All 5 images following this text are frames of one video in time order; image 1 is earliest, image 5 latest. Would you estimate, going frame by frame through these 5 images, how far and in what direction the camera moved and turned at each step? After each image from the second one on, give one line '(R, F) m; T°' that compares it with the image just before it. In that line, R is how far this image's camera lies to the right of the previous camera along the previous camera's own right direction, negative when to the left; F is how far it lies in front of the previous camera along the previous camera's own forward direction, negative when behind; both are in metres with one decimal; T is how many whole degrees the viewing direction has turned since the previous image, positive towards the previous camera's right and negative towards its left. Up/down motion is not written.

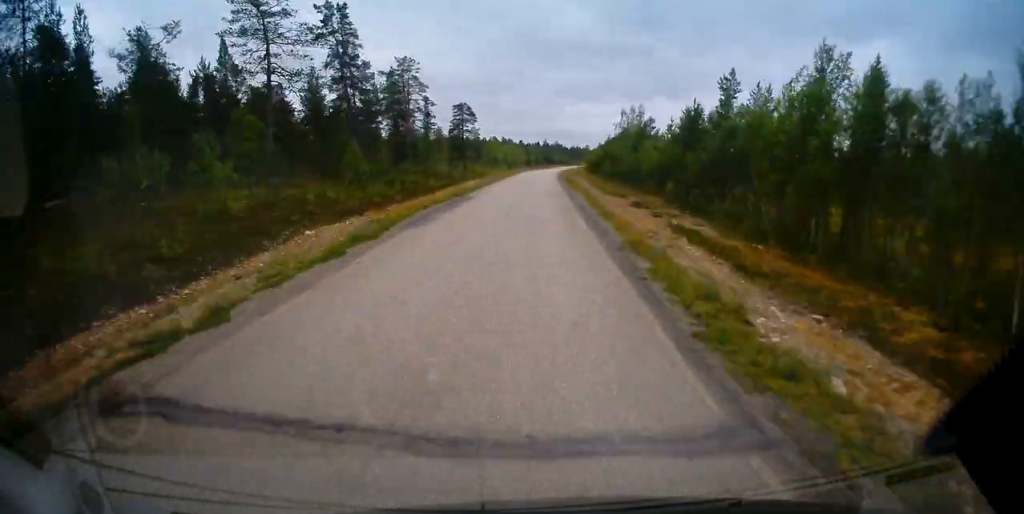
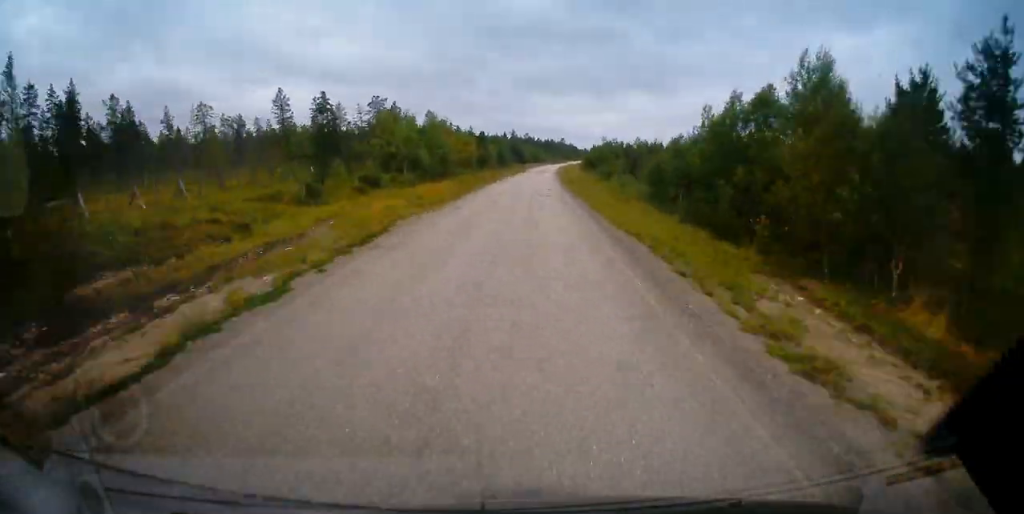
(+2.0, +92.5) m; +3°
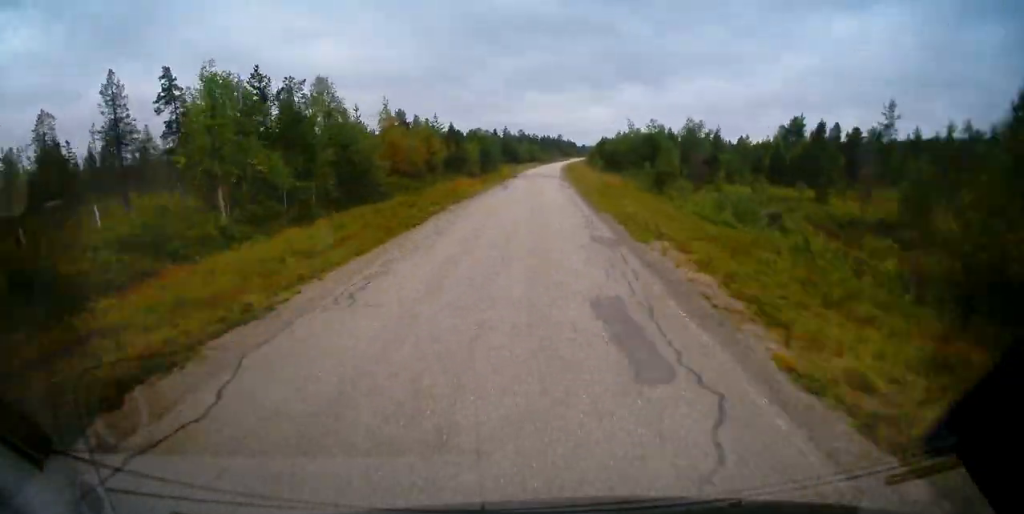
(+0.2, +35.0) m; +1°
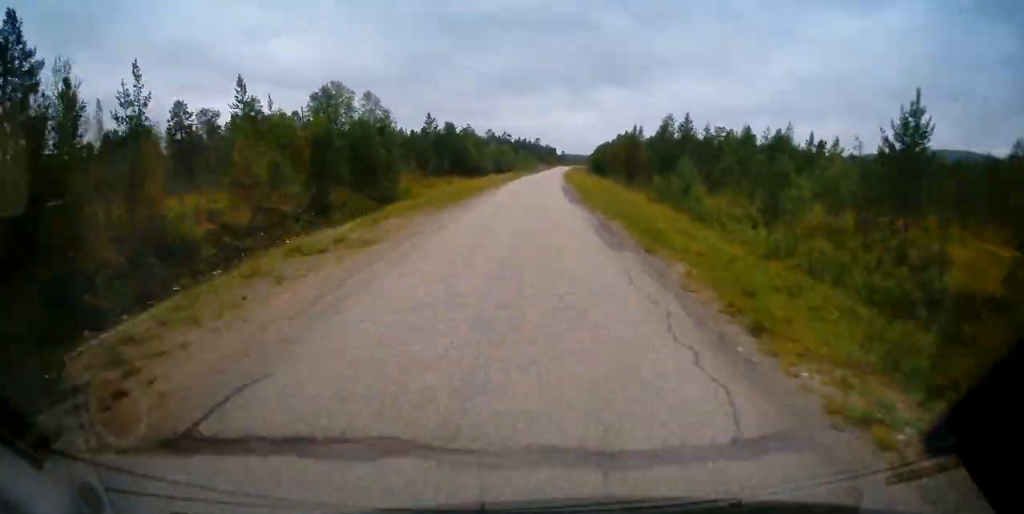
(+1.2, +73.4) m; +2°
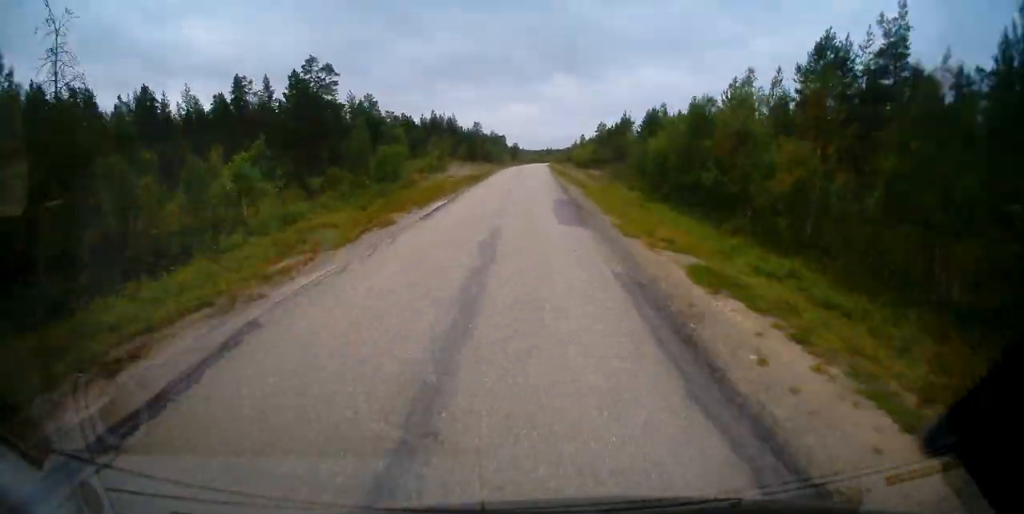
(+4.8, +141.8) m; +3°
